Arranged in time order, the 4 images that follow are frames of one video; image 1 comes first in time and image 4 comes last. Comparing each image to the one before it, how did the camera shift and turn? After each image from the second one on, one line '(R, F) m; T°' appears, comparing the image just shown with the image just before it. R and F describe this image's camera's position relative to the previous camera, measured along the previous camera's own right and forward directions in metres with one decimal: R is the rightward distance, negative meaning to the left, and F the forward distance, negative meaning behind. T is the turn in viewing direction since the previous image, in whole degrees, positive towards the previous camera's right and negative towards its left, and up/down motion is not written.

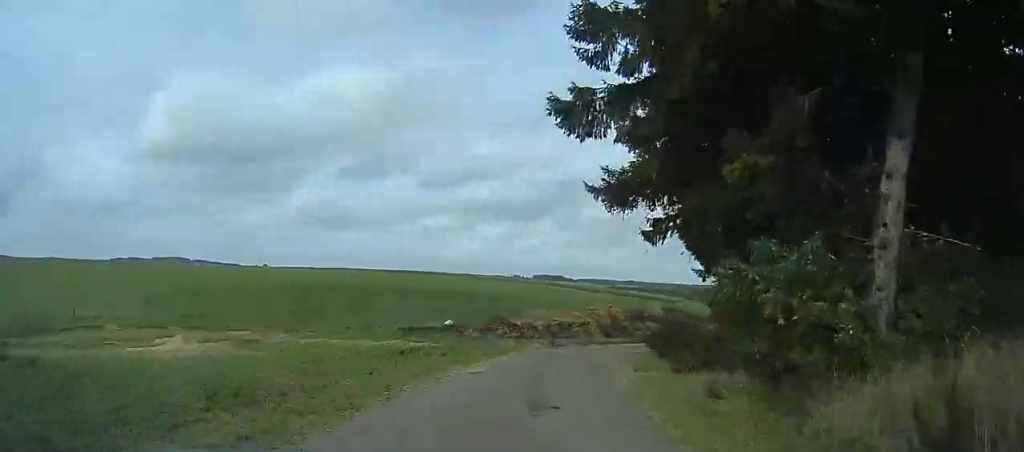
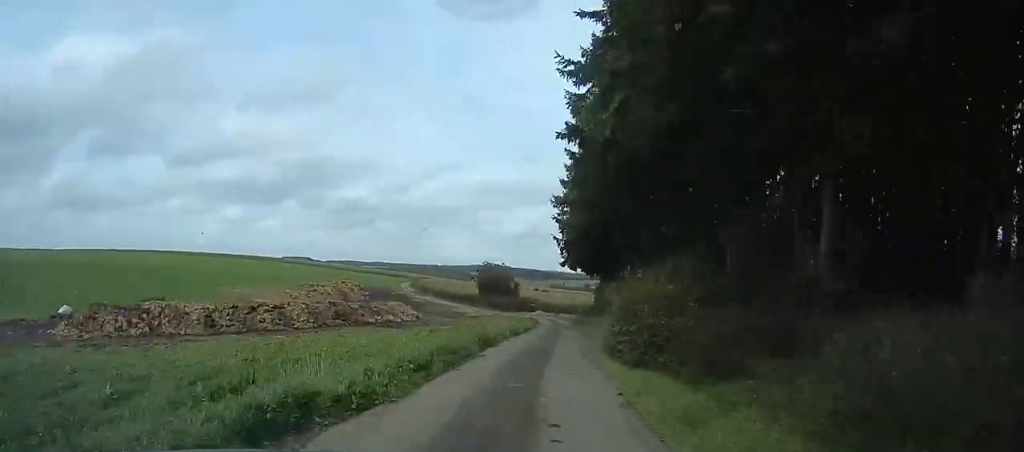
(+6.3, +30.4) m; +28°
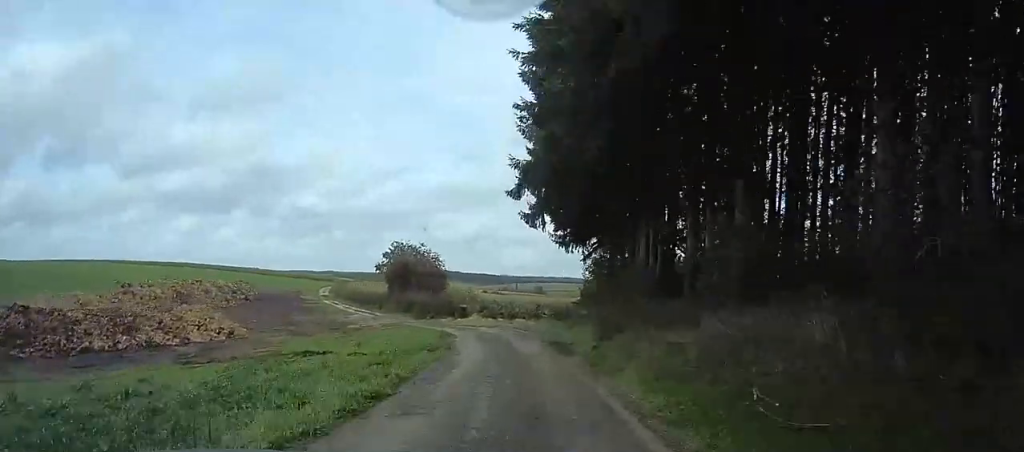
(+4.0, +28.1) m; +10°
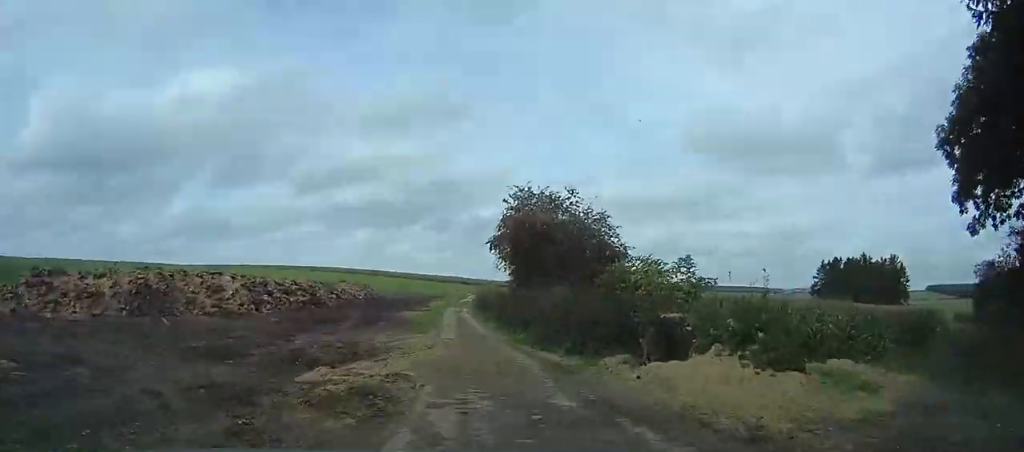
(-2.0, +27.5) m; -13°
